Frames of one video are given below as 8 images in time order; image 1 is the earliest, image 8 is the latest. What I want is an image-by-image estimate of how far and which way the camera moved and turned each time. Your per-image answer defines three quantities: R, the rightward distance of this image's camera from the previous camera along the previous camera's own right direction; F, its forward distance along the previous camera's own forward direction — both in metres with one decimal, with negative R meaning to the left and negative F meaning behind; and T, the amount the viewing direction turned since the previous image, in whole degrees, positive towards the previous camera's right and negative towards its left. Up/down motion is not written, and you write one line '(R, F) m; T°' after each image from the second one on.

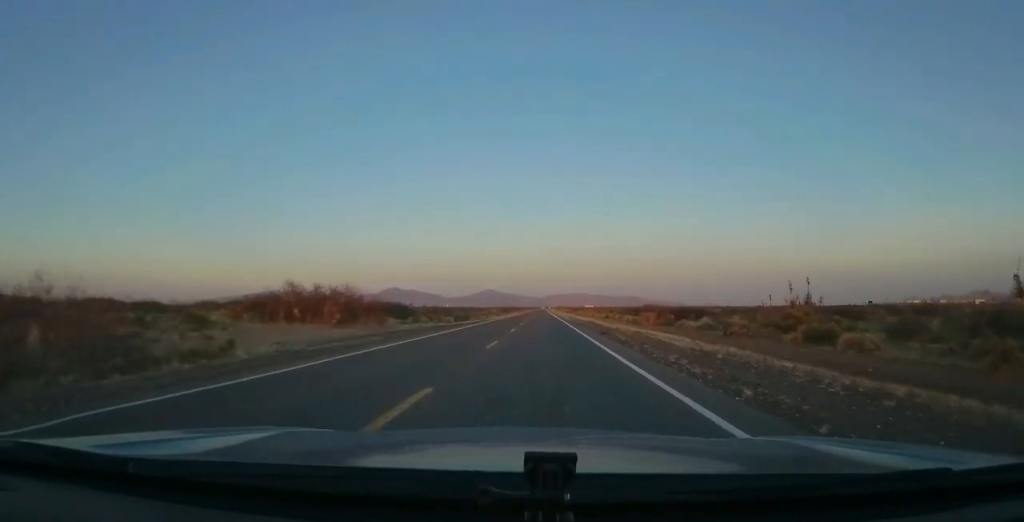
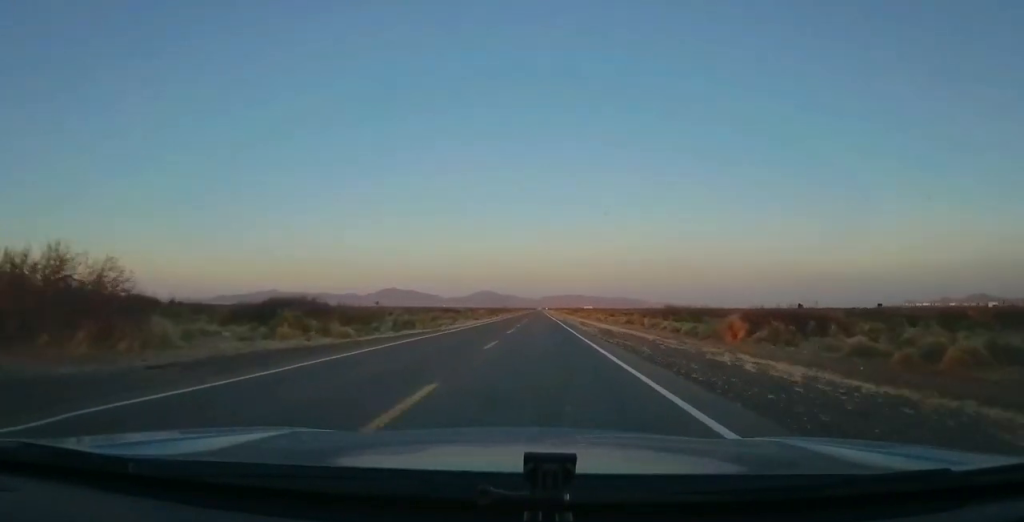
(+0.2, +34.2) m; 0°
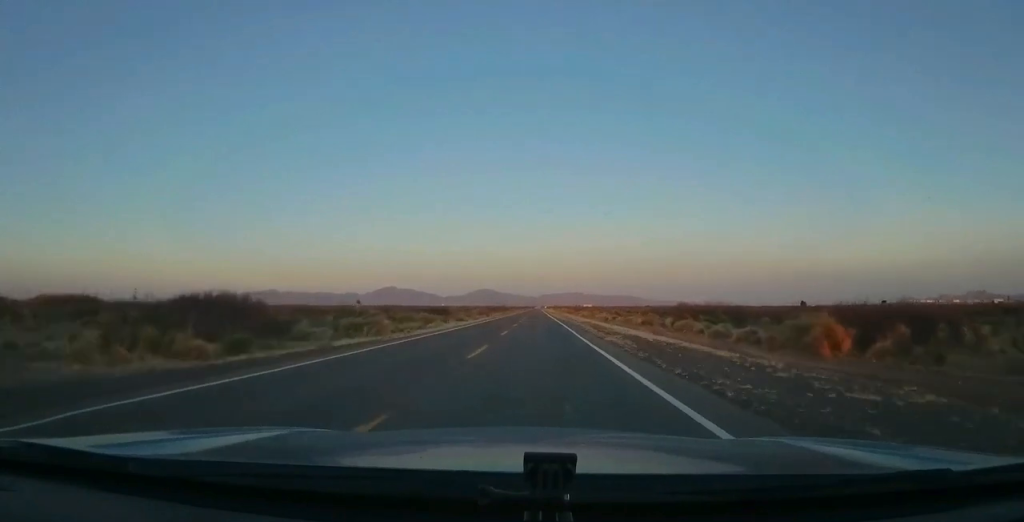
(0.0, +14.6) m; 0°
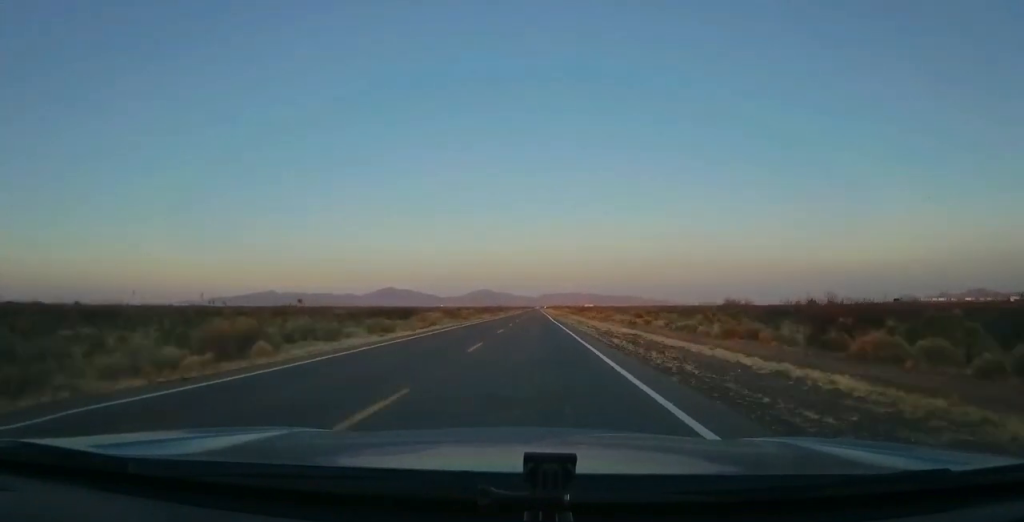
(0.0, +33.1) m; 0°
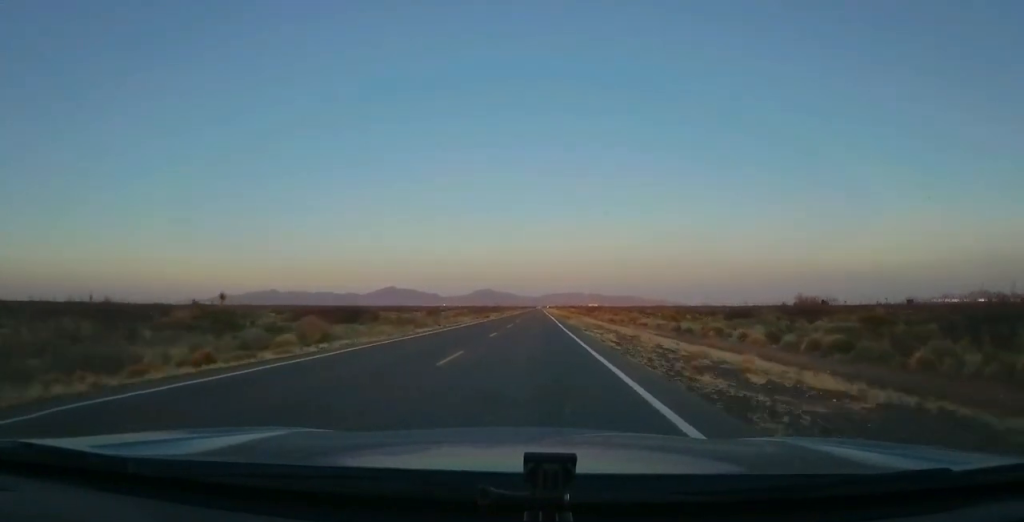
(0.0, +27.2) m; 0°
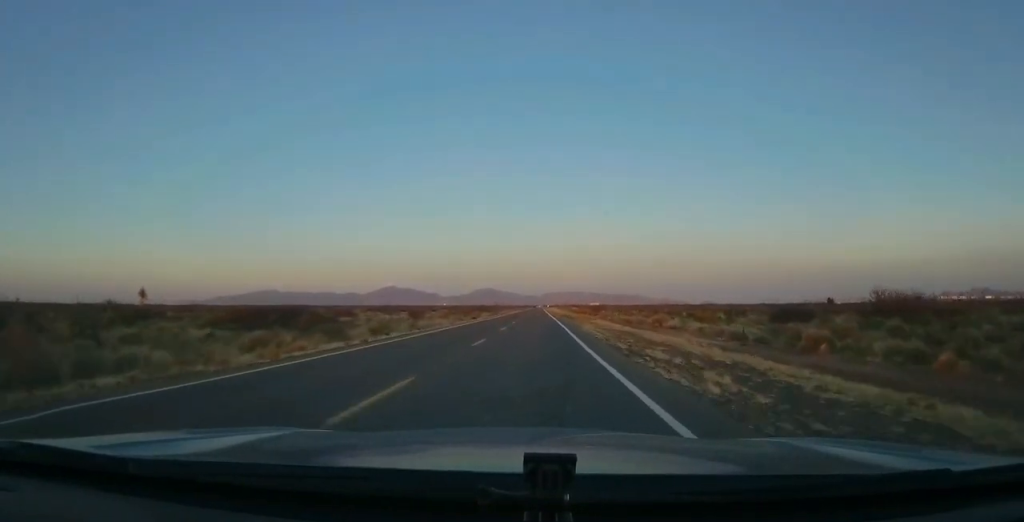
(0.0, +17.5) m; 0°
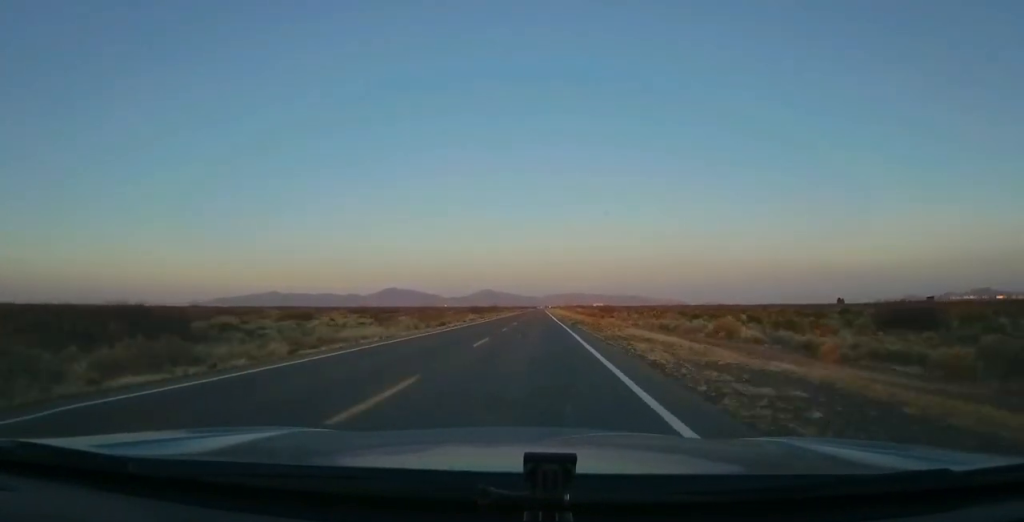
(+0.1, +23.4) m; -1°
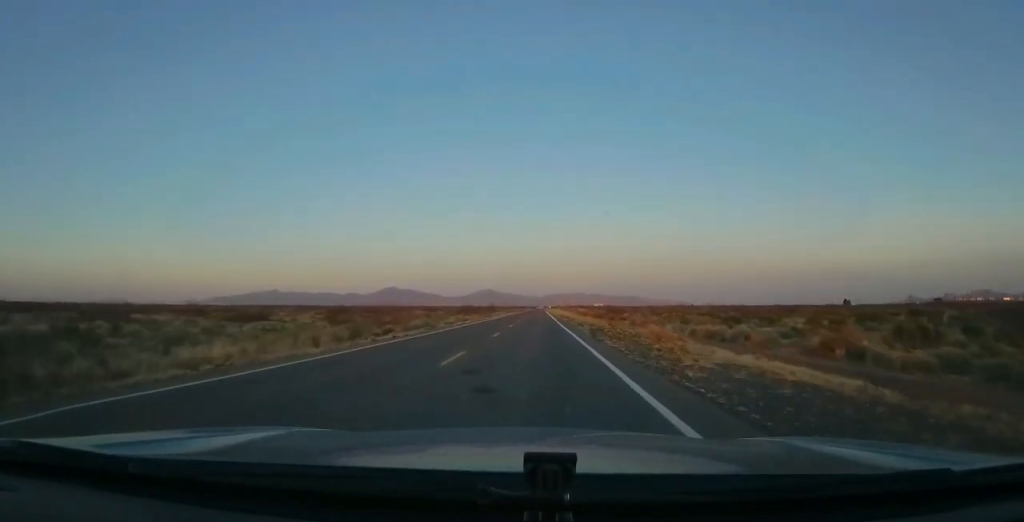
(-0.2, +17.5) m; 0°
